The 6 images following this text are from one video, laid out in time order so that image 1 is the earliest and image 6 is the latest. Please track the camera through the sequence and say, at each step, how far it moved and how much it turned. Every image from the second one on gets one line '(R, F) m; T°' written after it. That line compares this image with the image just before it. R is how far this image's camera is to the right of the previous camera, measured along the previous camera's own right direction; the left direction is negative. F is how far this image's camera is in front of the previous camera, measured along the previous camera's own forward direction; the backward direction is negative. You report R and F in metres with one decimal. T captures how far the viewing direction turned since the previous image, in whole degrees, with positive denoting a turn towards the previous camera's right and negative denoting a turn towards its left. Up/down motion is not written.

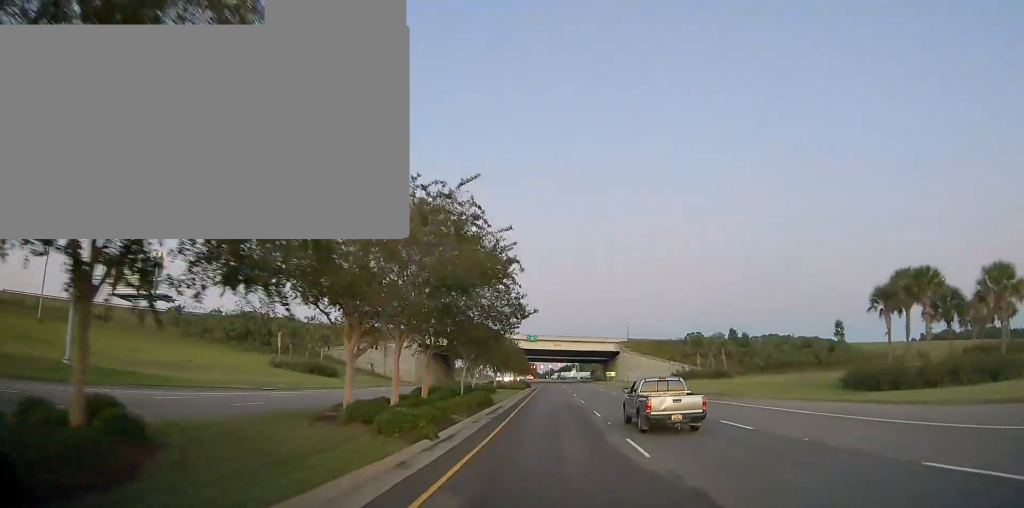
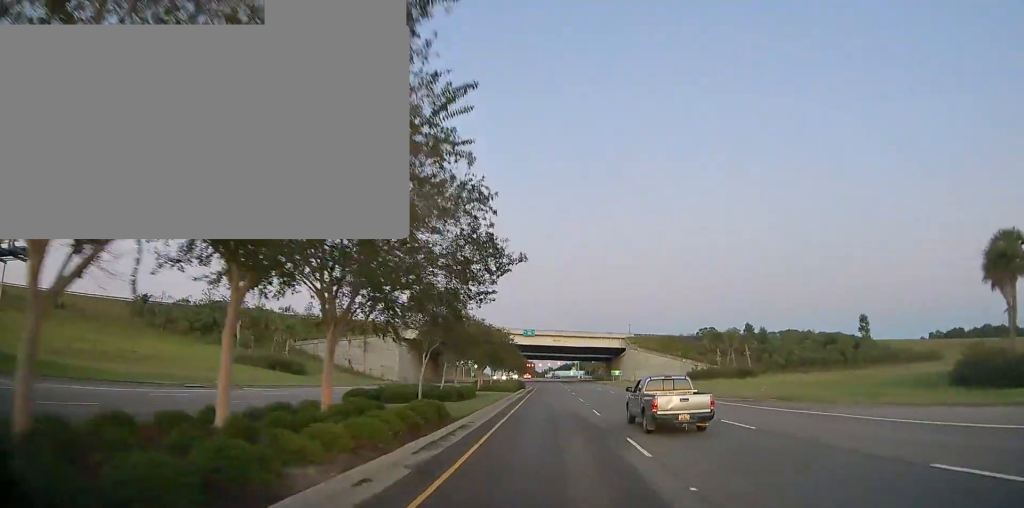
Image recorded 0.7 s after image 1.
(0.0, +11.8) m; 0°
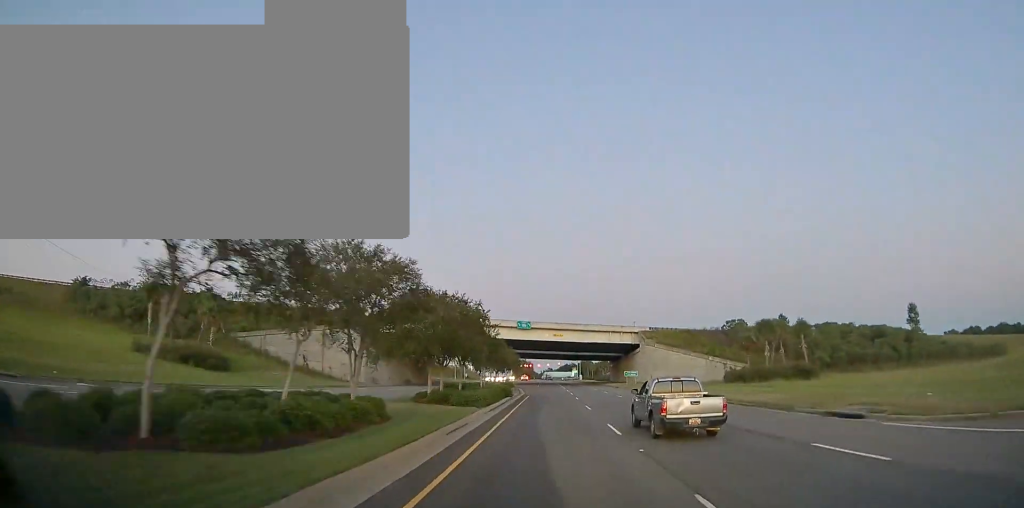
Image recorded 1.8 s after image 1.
(-0.2, +18.6) m; 0°
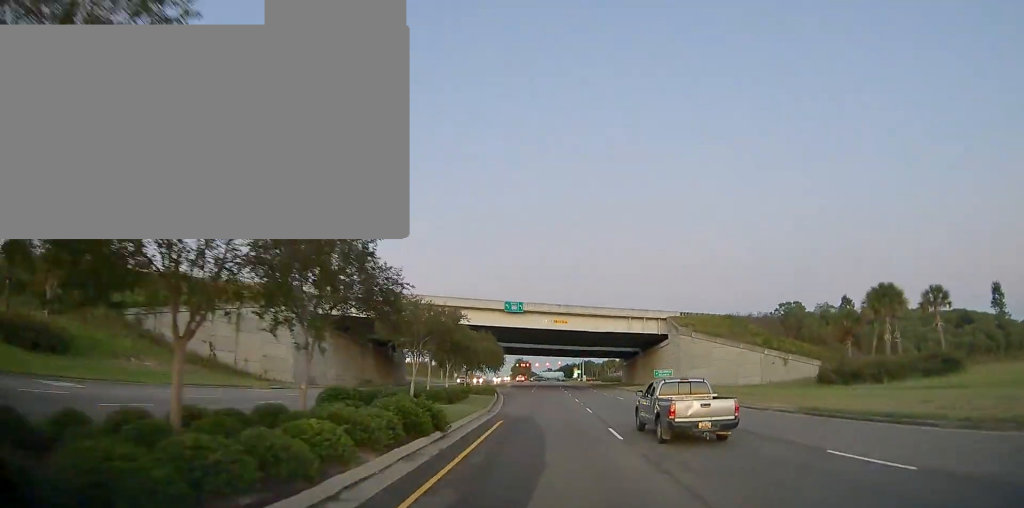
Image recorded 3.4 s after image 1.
(+0.2, +24.2) m; 0°
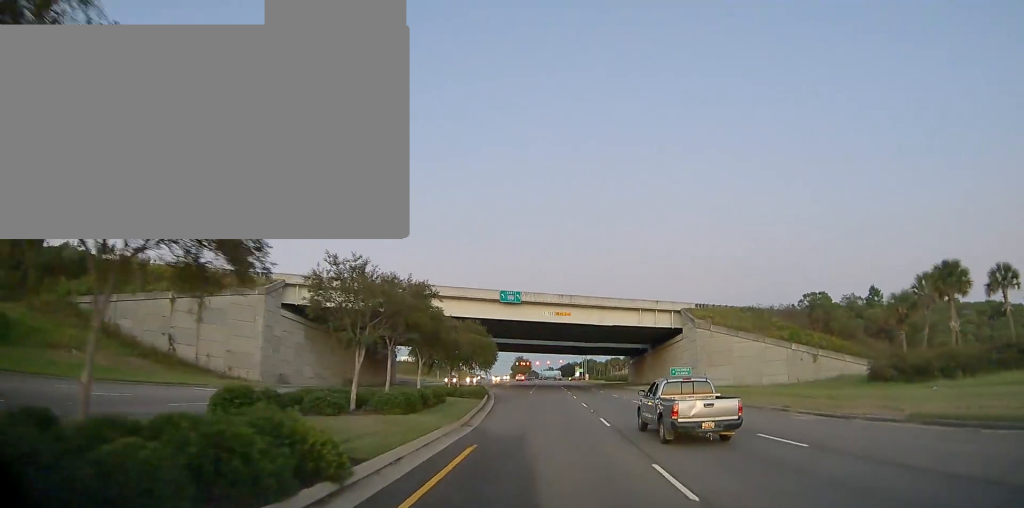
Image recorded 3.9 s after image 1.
(-0.1, +7.6) m; -1°
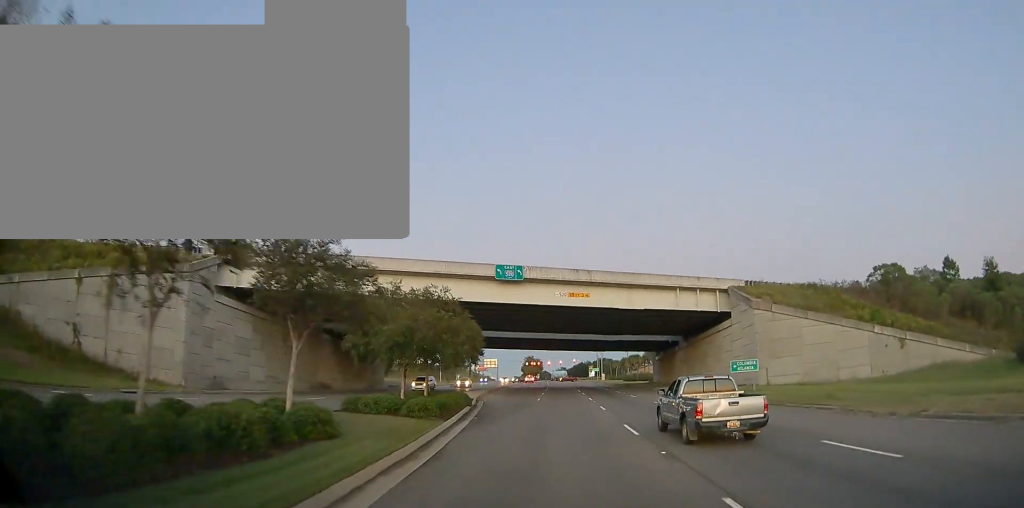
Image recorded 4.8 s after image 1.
(-0.2, +14.5) m; -1°
